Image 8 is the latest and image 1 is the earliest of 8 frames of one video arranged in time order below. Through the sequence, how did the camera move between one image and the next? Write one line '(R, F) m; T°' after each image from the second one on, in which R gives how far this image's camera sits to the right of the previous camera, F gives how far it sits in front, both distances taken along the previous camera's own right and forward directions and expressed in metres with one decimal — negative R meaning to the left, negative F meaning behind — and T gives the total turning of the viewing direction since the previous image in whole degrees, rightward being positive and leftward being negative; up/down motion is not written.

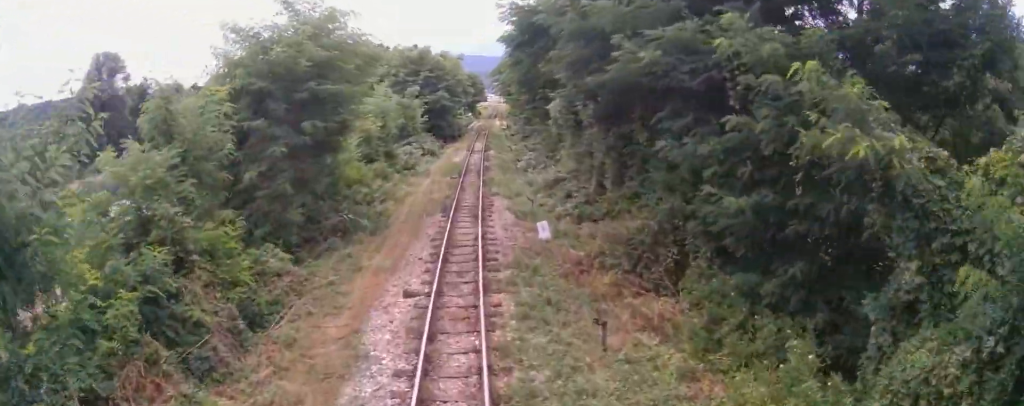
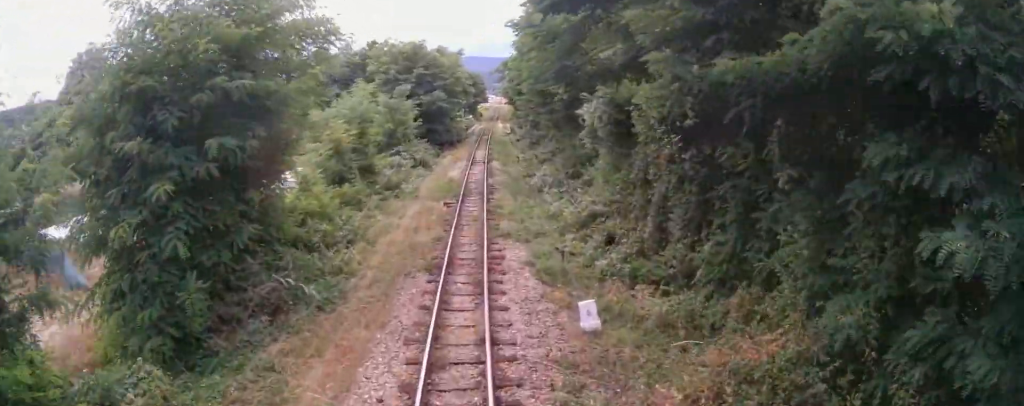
(-0.1, +6.2) m; -1°
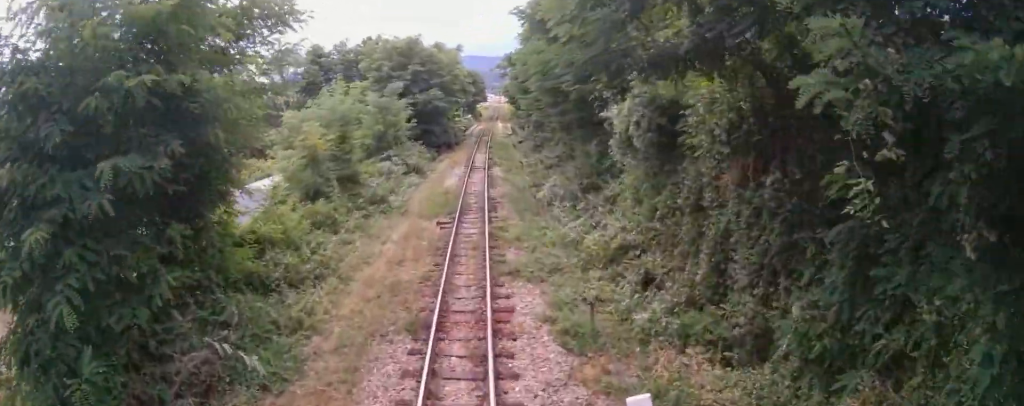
(0.0, +3.3) m; 0°
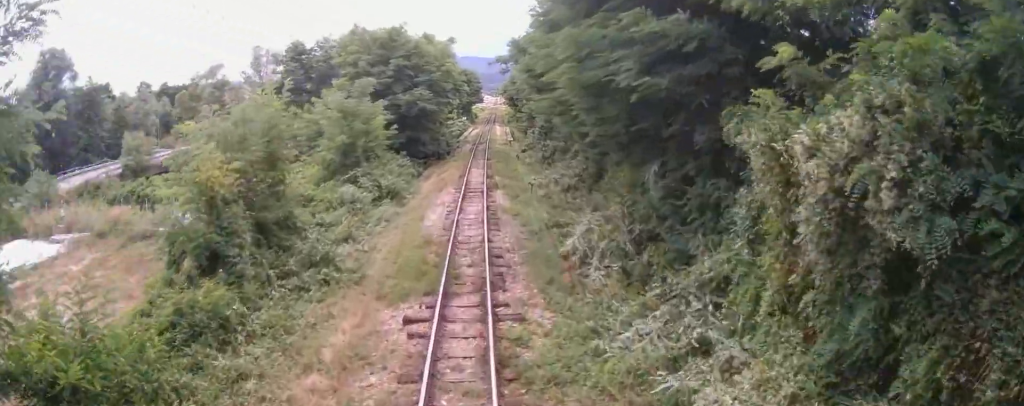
(0.0, +7.2) m; -1°
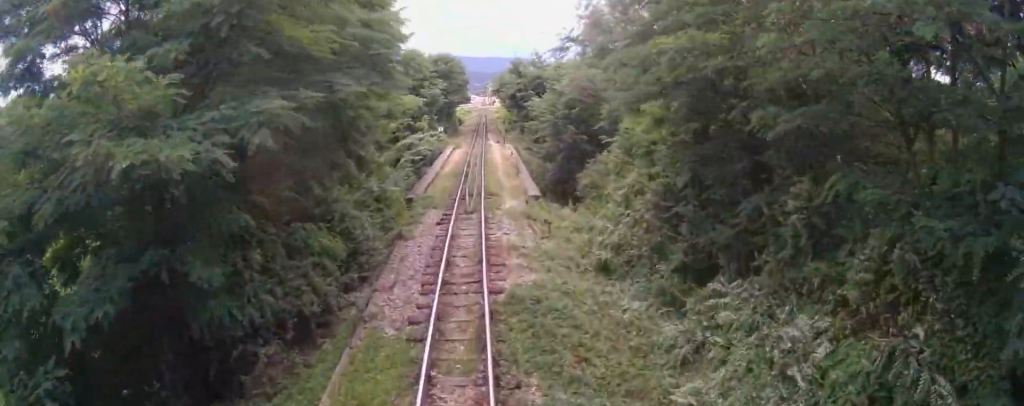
(+0.3, +27.6) m; +2°
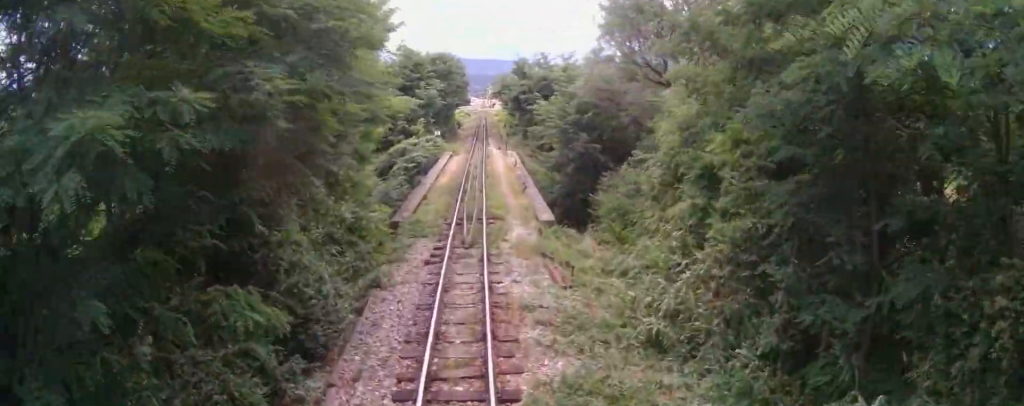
(+0.1, +3.7) m; +2°
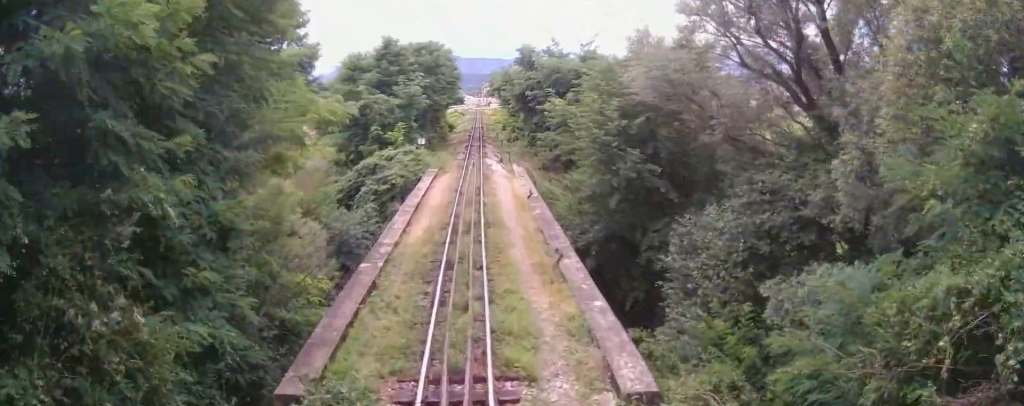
(+0.3, +9.9) m; +2°
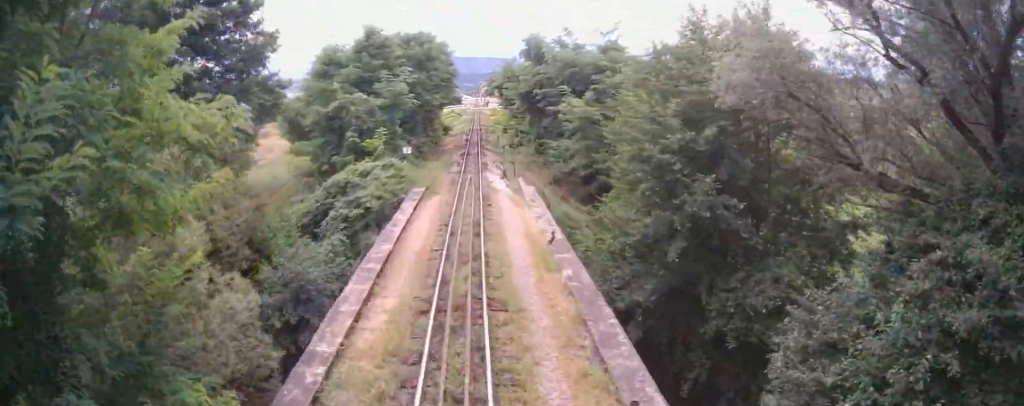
(0.0, +6.2) m; -1°
